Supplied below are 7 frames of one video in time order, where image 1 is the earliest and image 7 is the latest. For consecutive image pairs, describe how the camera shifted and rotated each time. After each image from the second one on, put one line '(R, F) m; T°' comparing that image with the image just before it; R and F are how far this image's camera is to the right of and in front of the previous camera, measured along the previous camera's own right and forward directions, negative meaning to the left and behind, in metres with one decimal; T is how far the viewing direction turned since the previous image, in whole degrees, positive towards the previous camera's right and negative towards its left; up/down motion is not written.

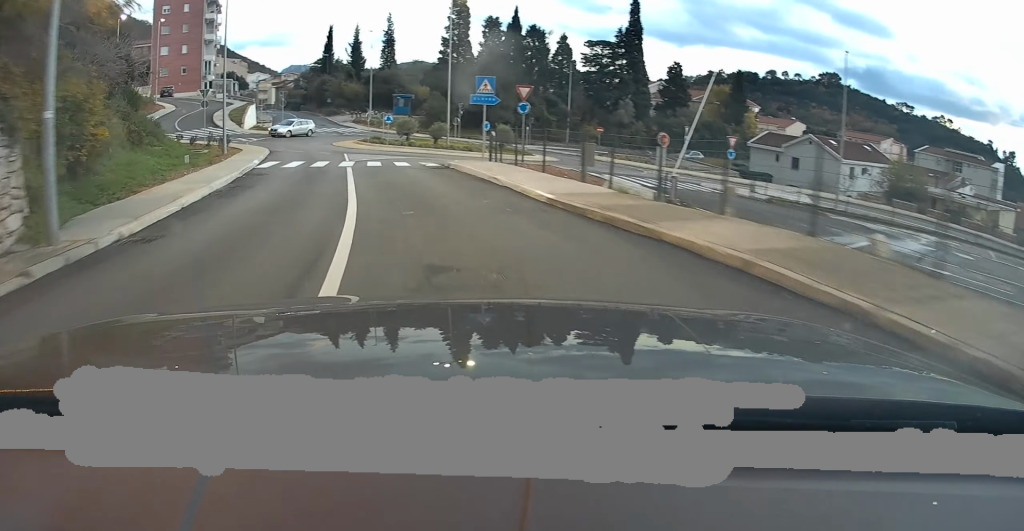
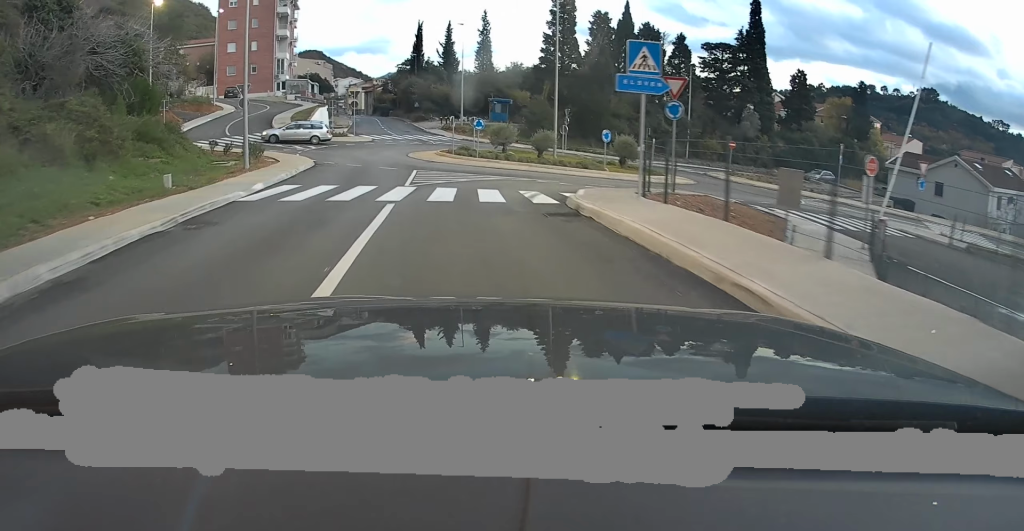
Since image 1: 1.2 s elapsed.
(-1.0, +10.5) m; -9°
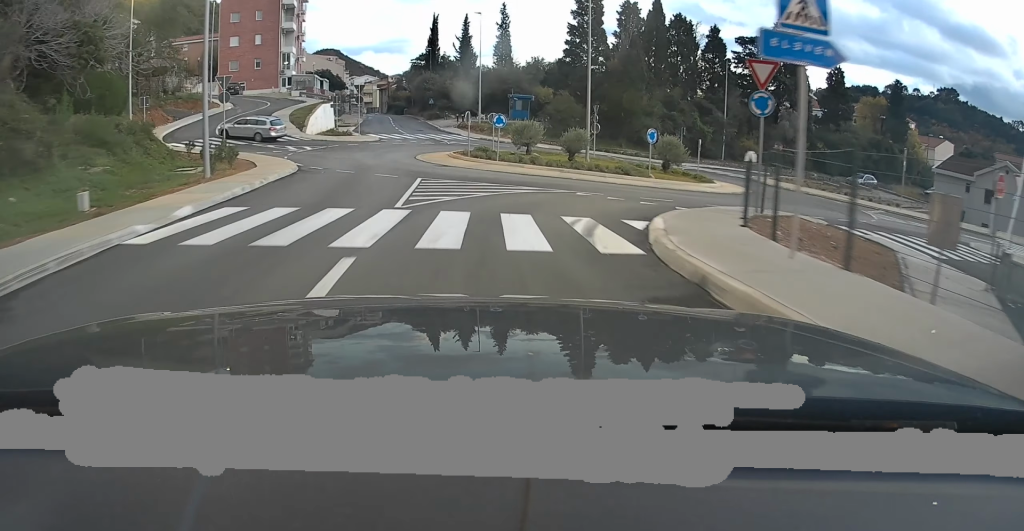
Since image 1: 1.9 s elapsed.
(-0.2, +6.0) m; -2°
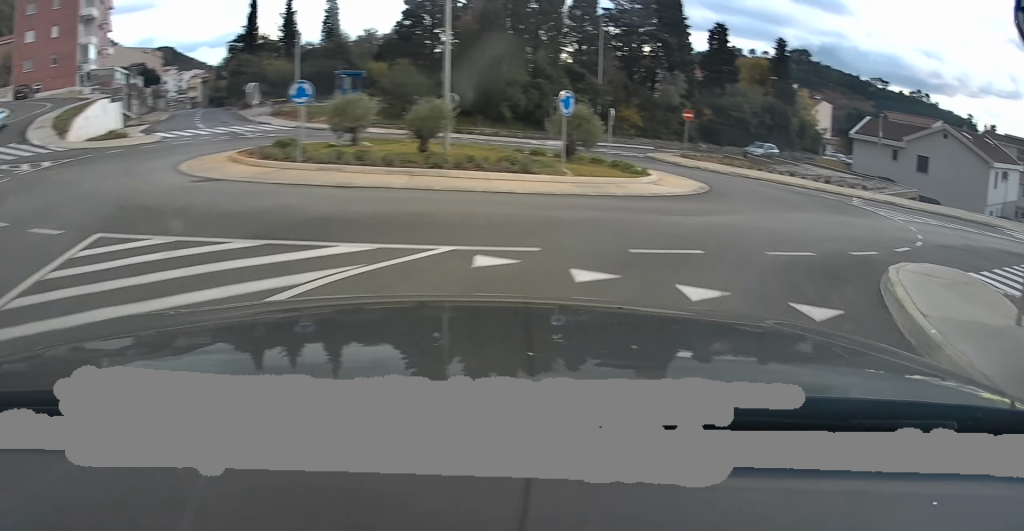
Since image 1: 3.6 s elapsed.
(+0.2, +12.9) m; +9°
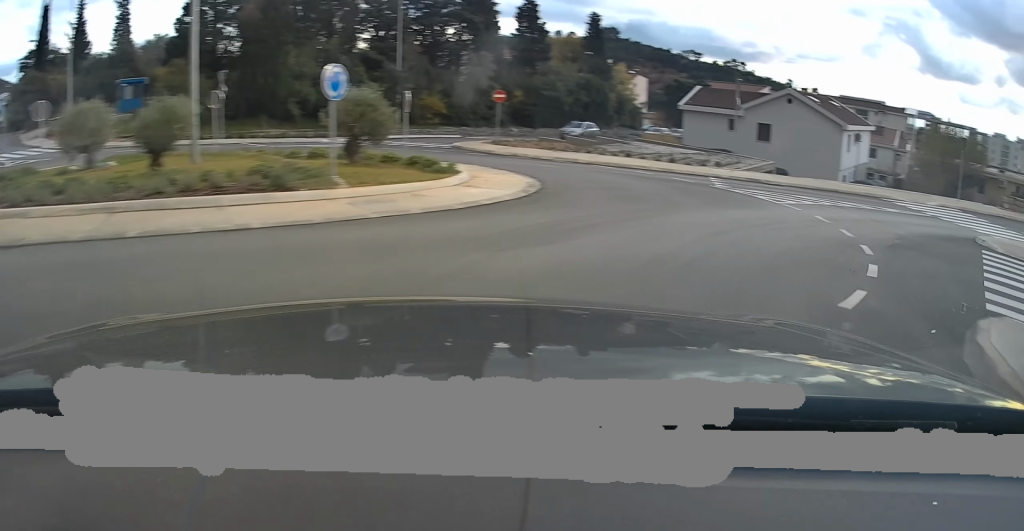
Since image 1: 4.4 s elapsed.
(+0.4, +4.9) m; +15°
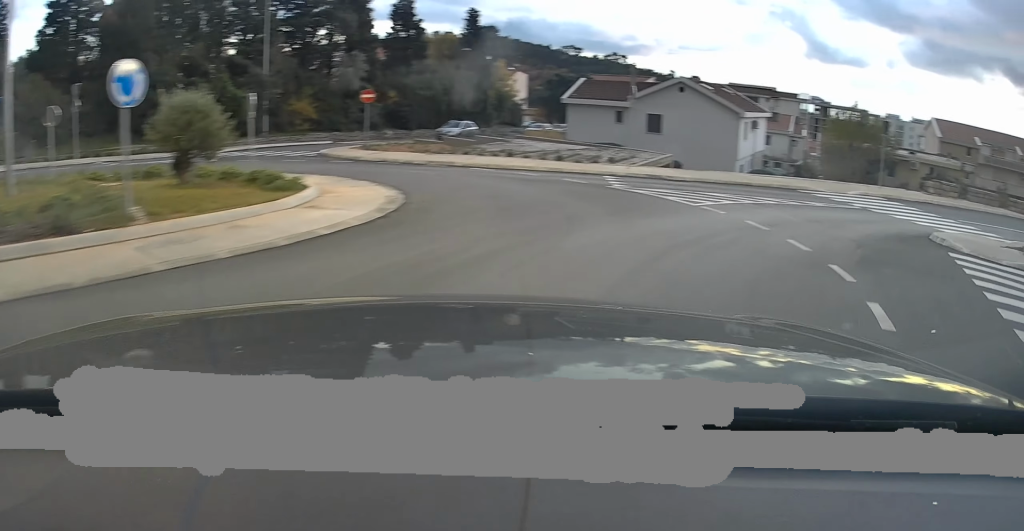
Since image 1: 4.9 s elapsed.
(+0.4, +2.7) m; +11°
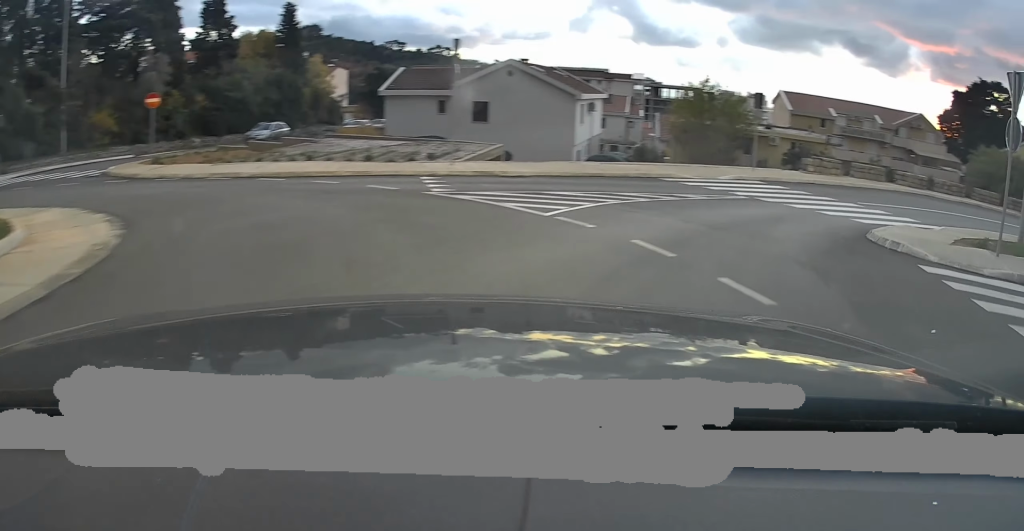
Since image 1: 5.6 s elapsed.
(+0.5, +4.0) m; +18°
